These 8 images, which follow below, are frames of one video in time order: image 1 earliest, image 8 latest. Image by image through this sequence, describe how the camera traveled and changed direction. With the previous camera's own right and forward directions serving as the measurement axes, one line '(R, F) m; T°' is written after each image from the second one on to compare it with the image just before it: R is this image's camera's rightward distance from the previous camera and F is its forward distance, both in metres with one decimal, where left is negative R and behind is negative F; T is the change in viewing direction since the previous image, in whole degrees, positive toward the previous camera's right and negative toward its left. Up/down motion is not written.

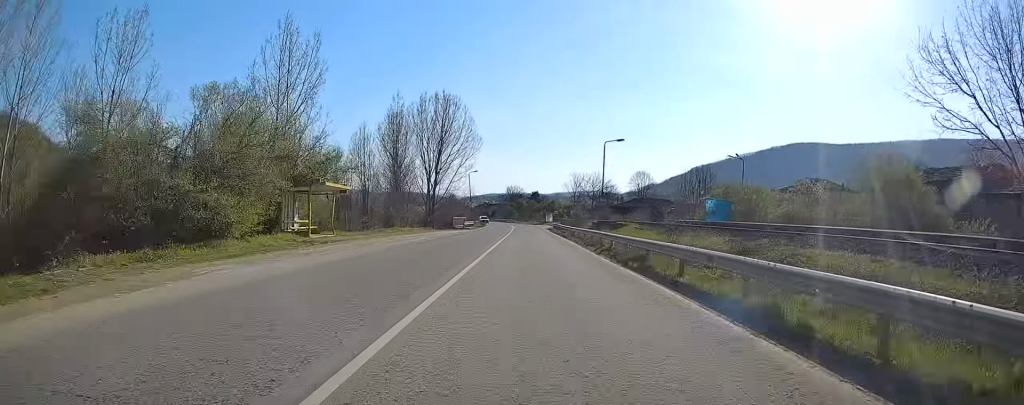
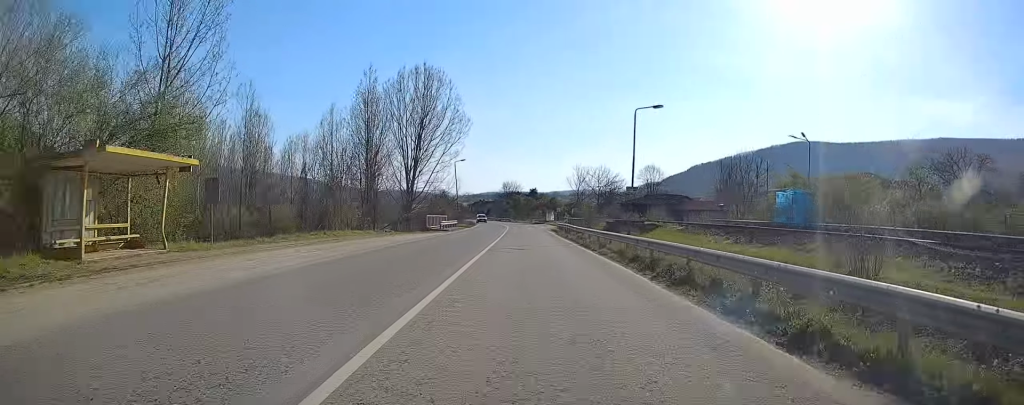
(+0.2, +16.4) m; 0°
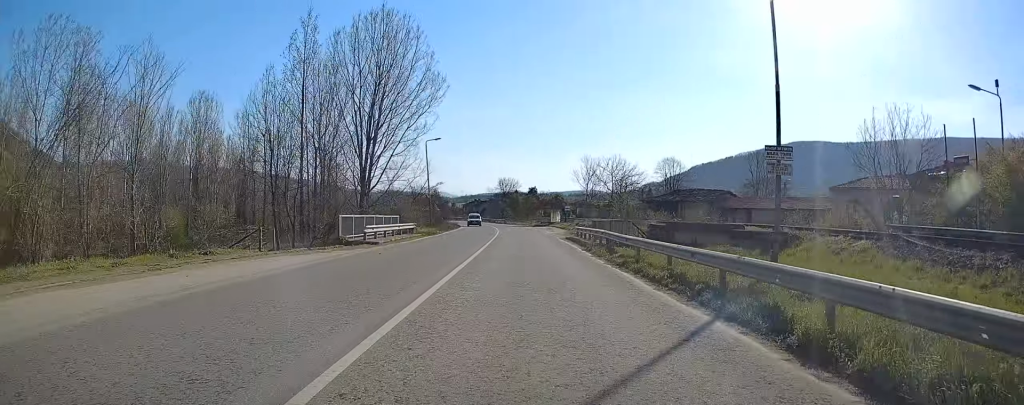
(-0.2, +23.0) m; 0°
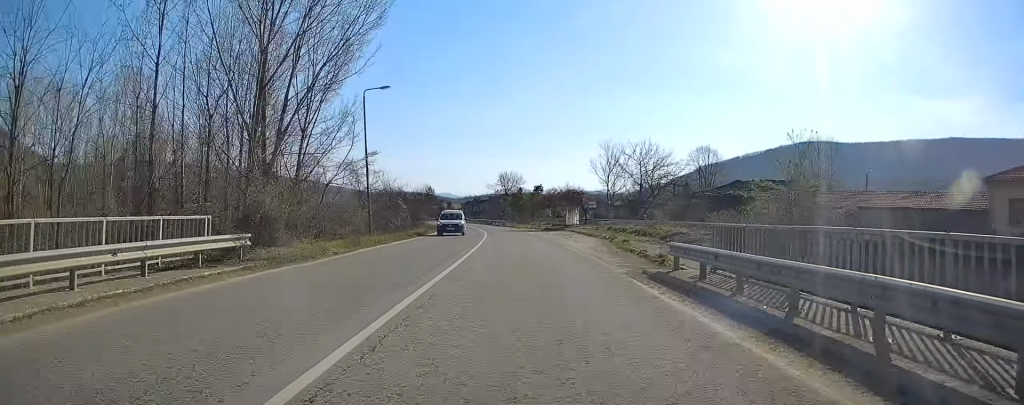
(0.0, +24.1) m; 0°
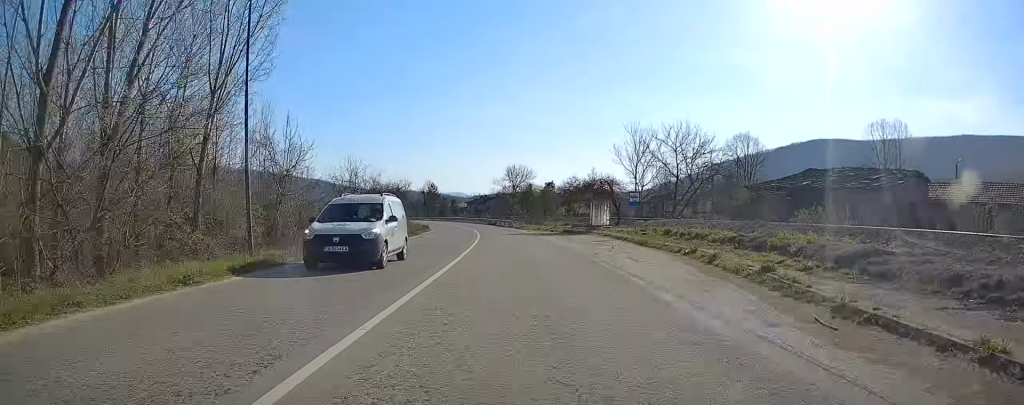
(+0.2, +16.3) m; 0°
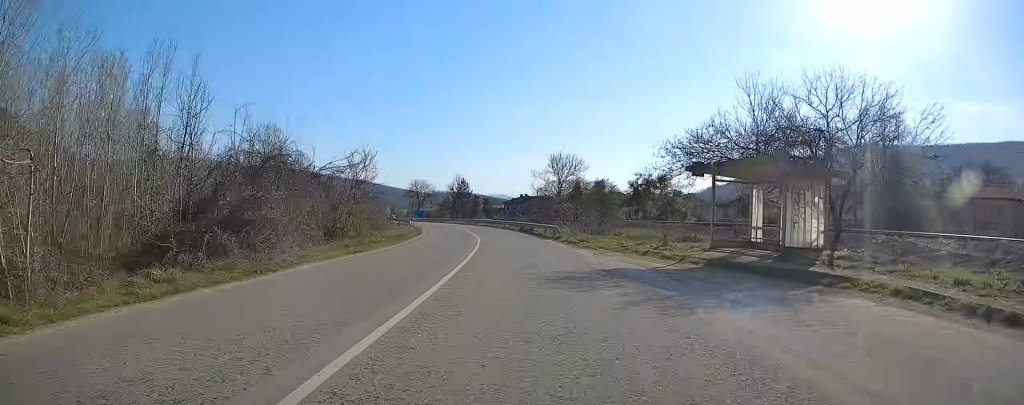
(-0.5, +29.8) m; -3°
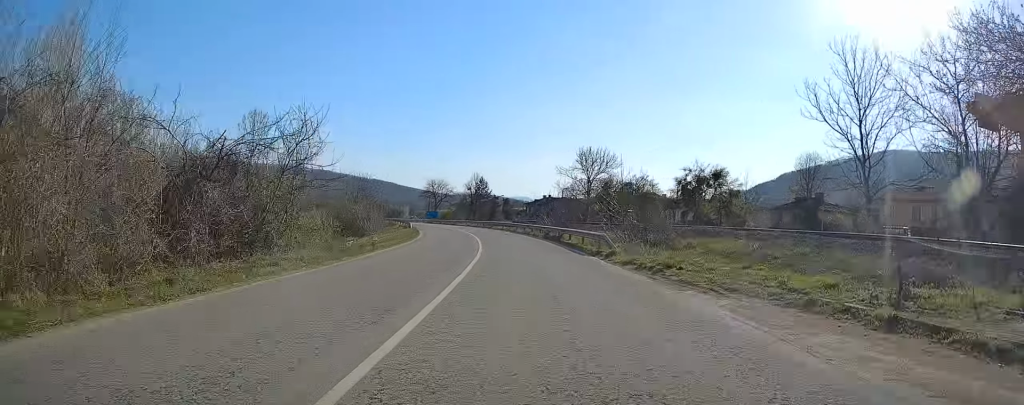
(0.0, +13.0) m; -2°
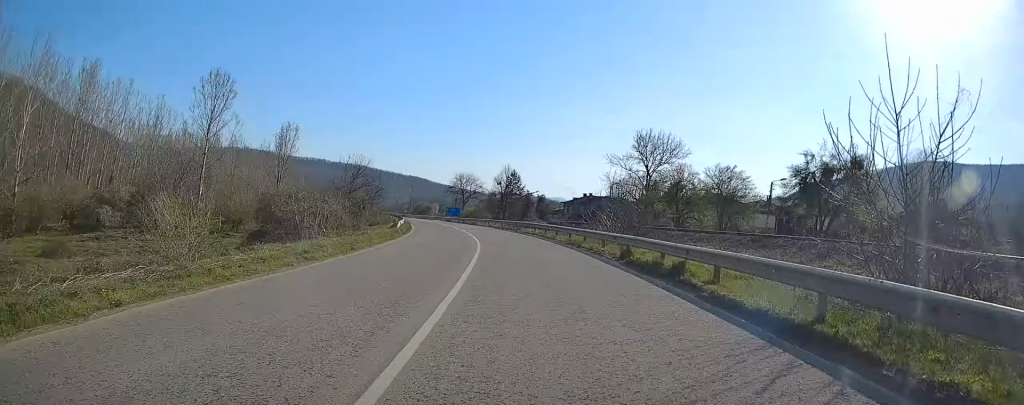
(-0.6, +20.3) m; -4°
